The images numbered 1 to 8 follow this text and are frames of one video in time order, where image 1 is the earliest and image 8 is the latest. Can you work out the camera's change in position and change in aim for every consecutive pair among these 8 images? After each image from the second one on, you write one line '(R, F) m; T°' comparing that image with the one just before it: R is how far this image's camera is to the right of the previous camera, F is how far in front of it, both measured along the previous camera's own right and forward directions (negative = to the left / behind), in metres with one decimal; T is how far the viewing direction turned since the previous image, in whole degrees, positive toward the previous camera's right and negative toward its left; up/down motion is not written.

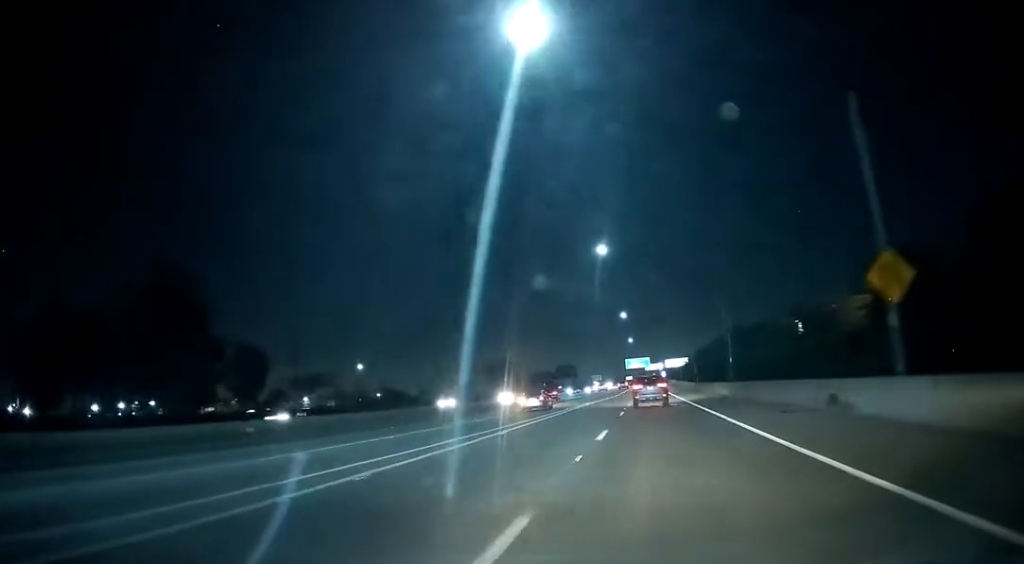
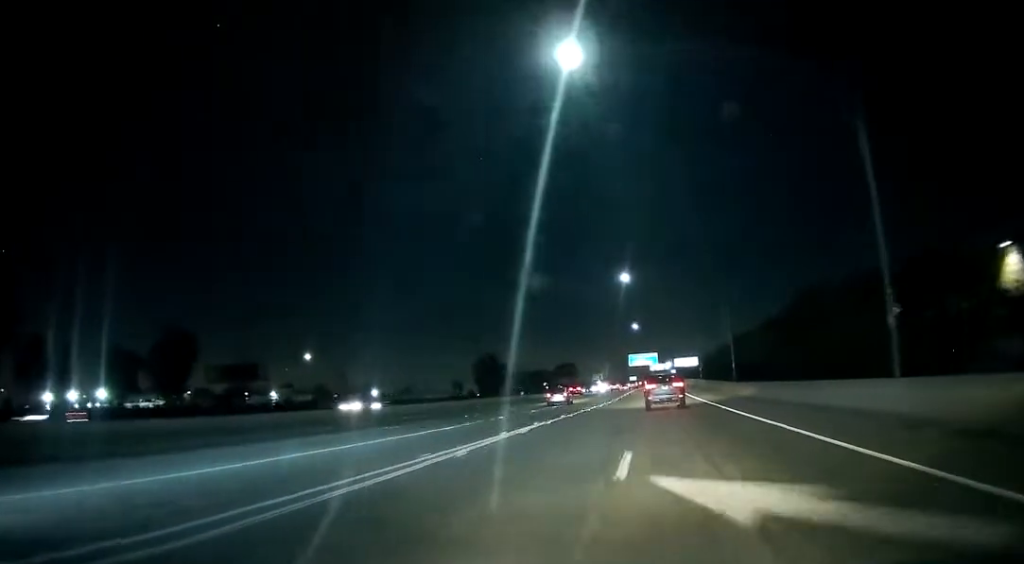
(-1.0, +38.0) m; -2°
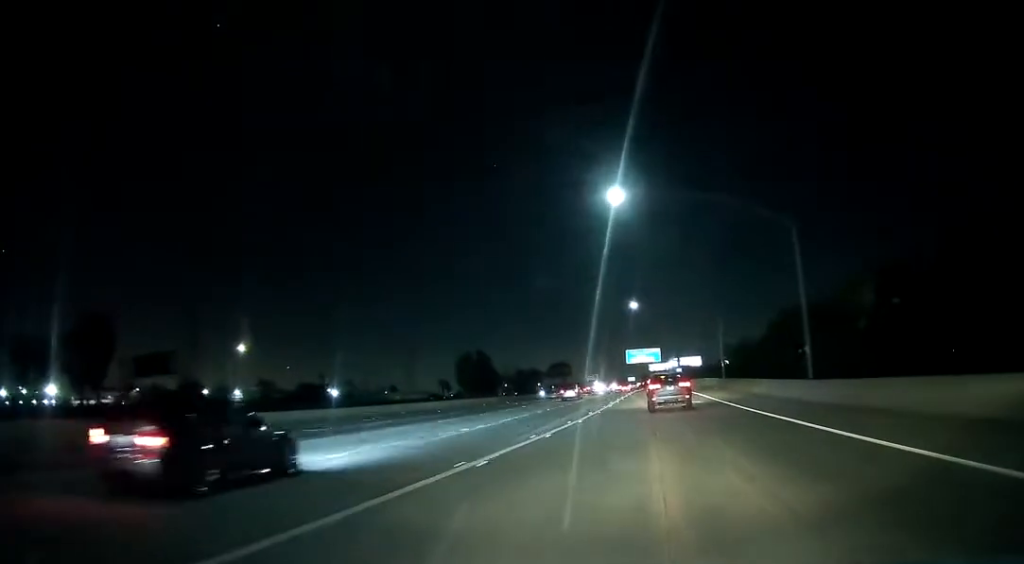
(0.0, +30.9) m; +1°
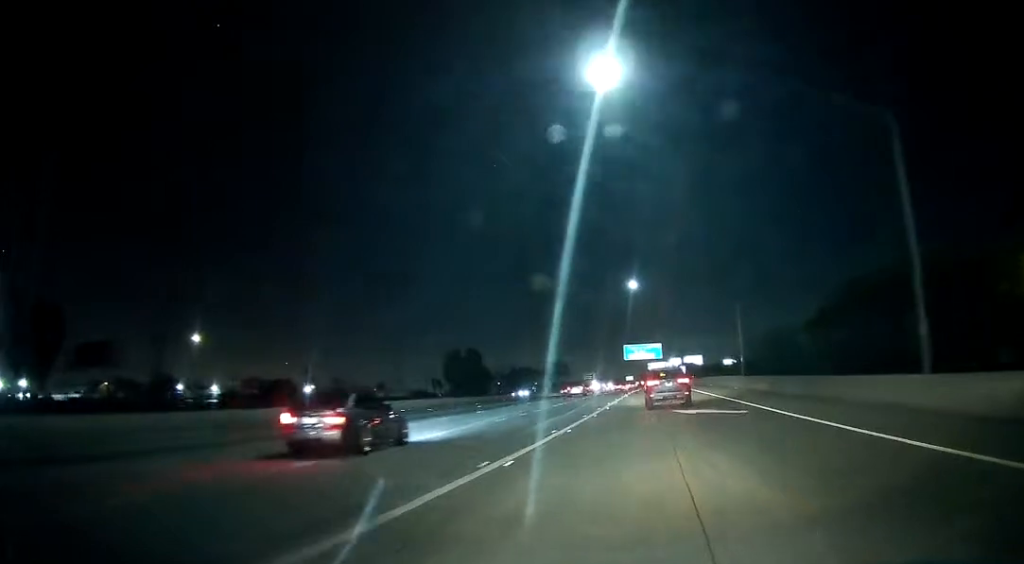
(+0.3, +16.8) m; +1°
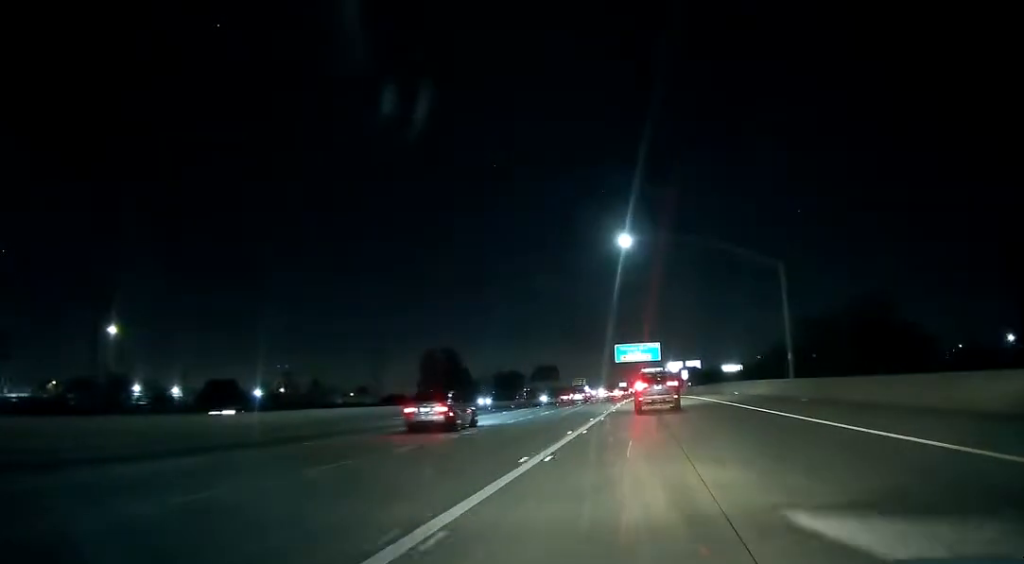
(+0.1, +23.6) m; 0°
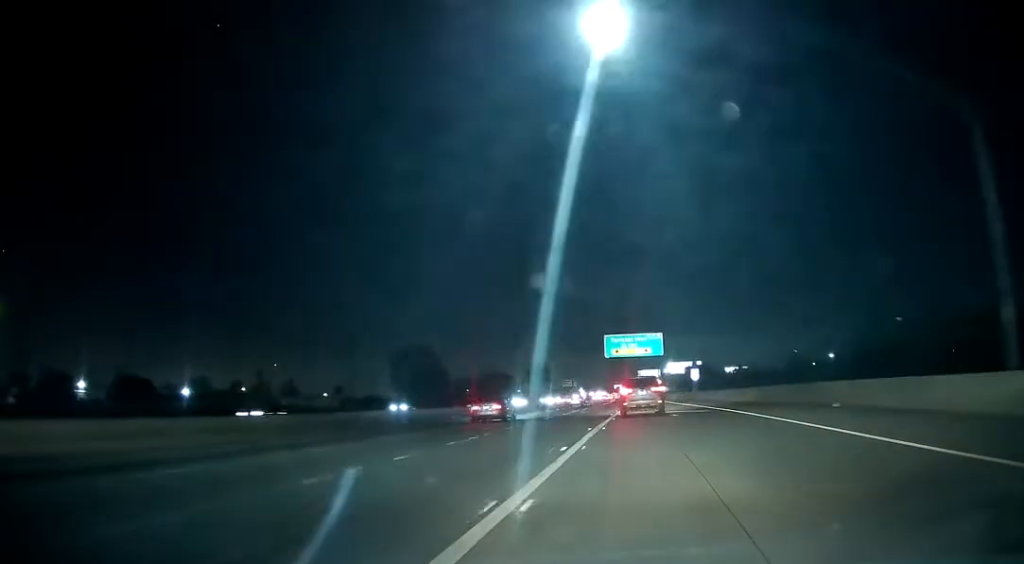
(0.0, +28.3) m; +1°
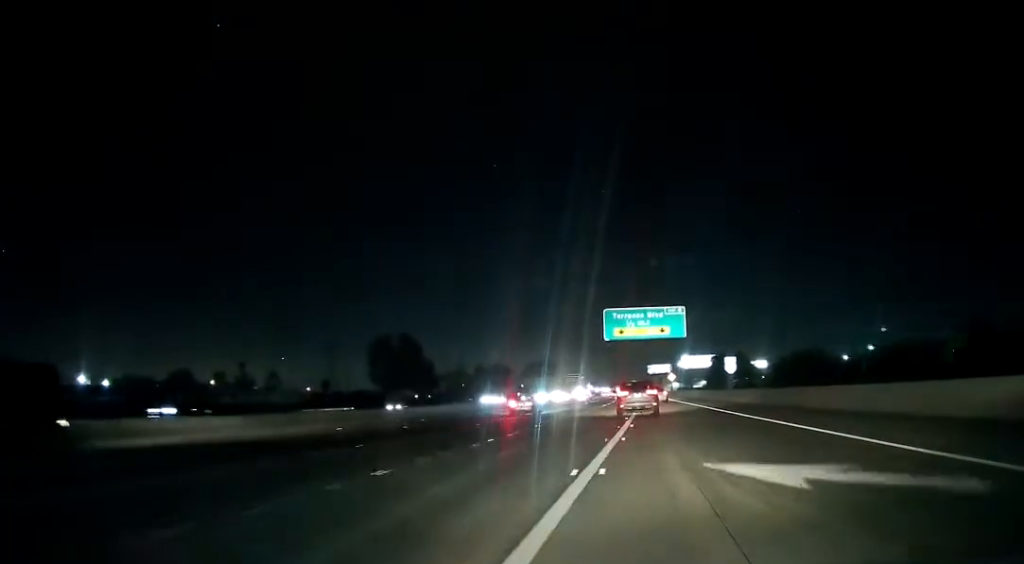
(+0.4, +27.8) m; -1°
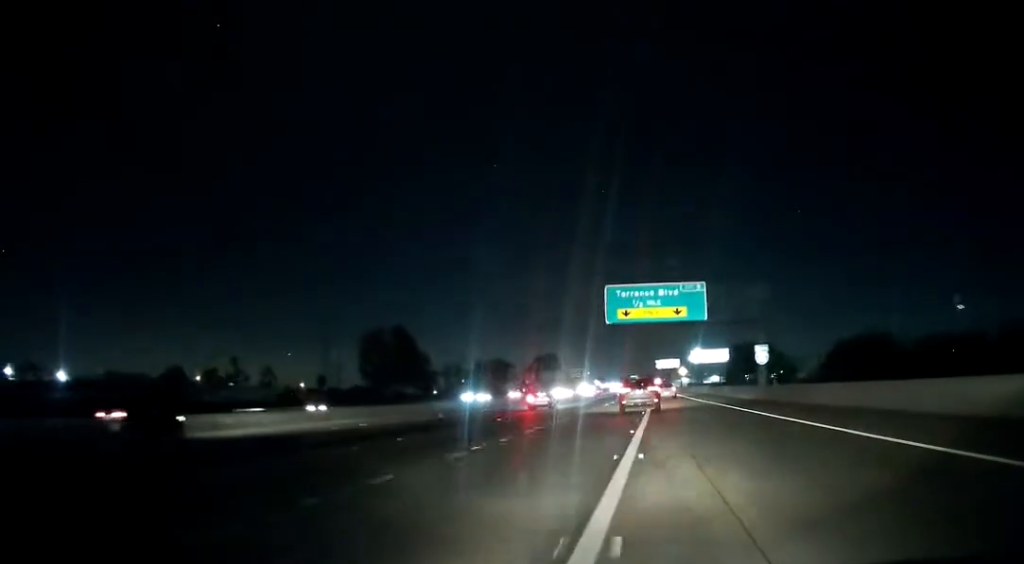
(-0.3, +12.8) m; -1°
